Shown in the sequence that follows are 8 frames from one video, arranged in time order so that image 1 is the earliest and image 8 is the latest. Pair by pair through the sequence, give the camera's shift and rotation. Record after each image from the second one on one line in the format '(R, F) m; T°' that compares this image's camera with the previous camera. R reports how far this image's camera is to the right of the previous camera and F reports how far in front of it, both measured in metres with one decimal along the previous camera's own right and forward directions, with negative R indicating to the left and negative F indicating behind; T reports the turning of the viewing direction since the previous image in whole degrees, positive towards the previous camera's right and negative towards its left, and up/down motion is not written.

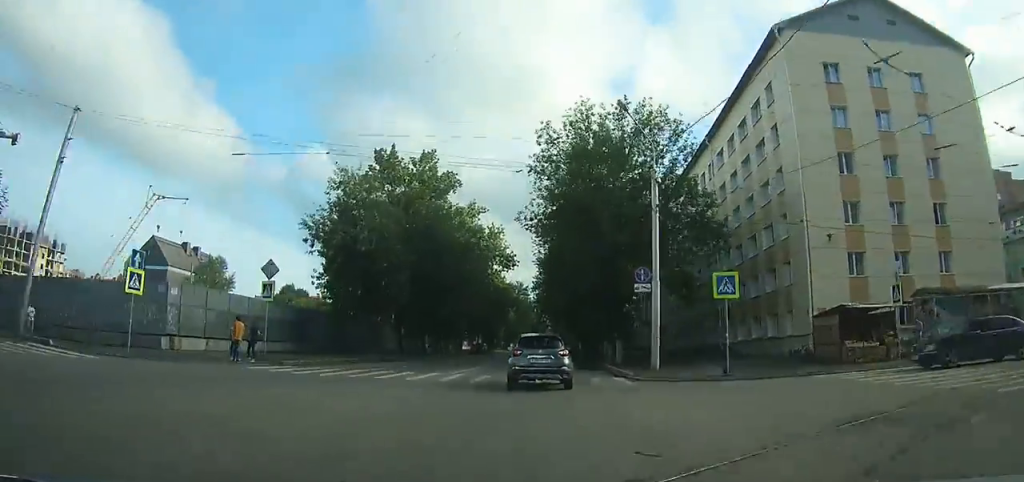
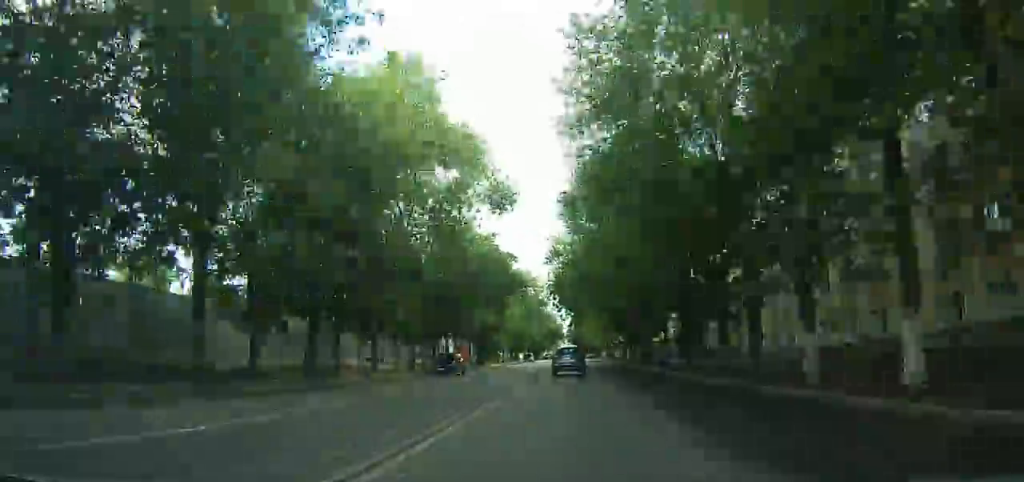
(-0.5, +41.2) m; -1°
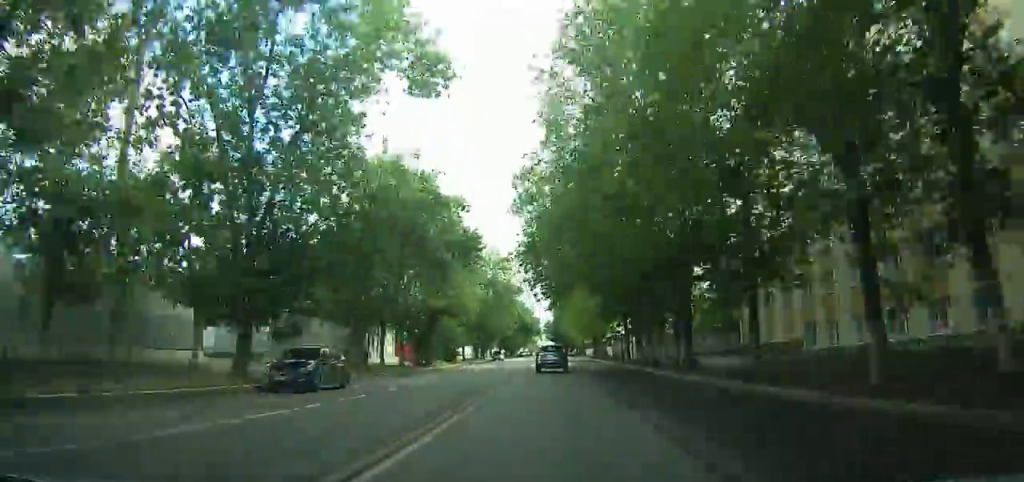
(+0.1, +18.2) m; 0°
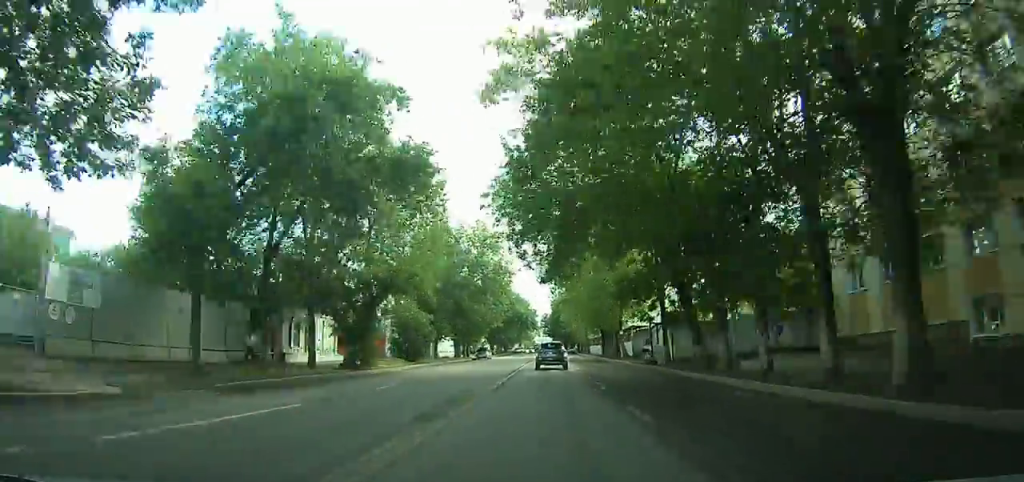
(0.0, +14.7) m; 0°
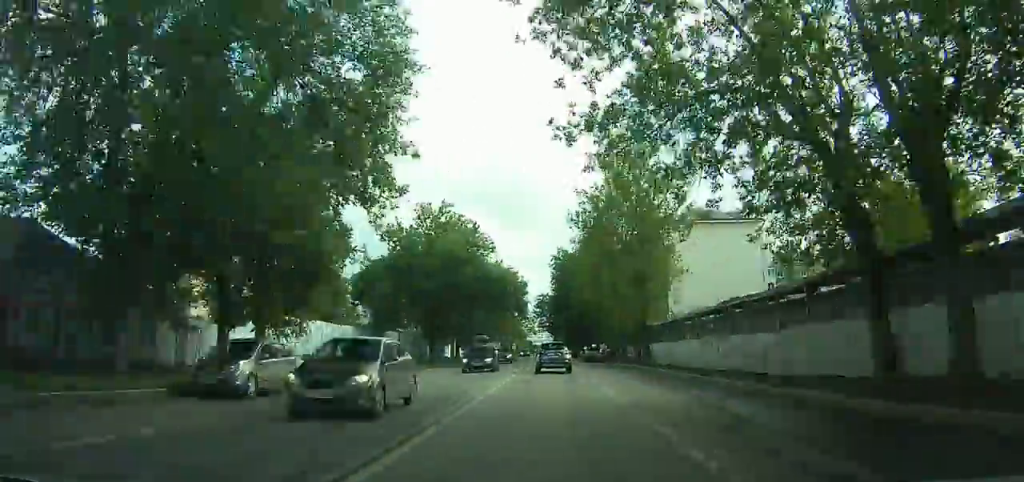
(-0.6, +54.2) m; -2°
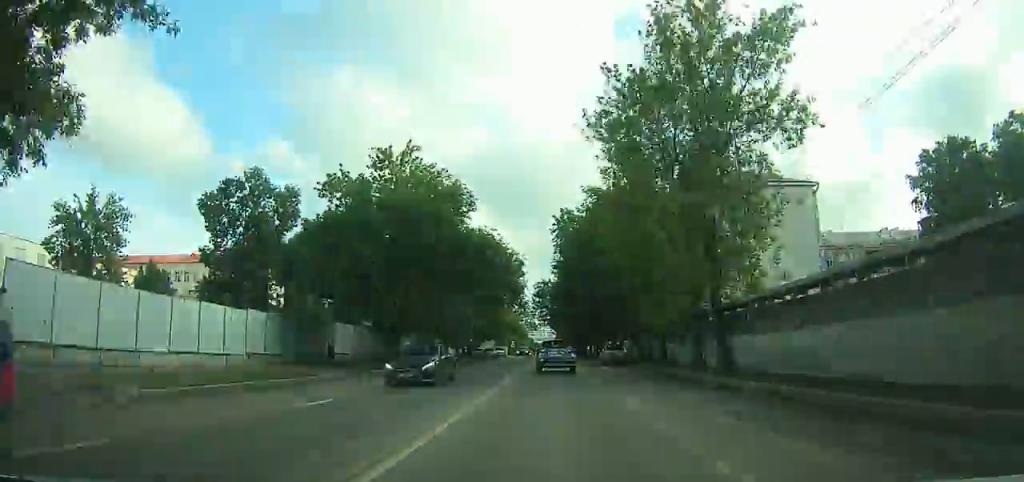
(-0.1, +15.2) m; 0°
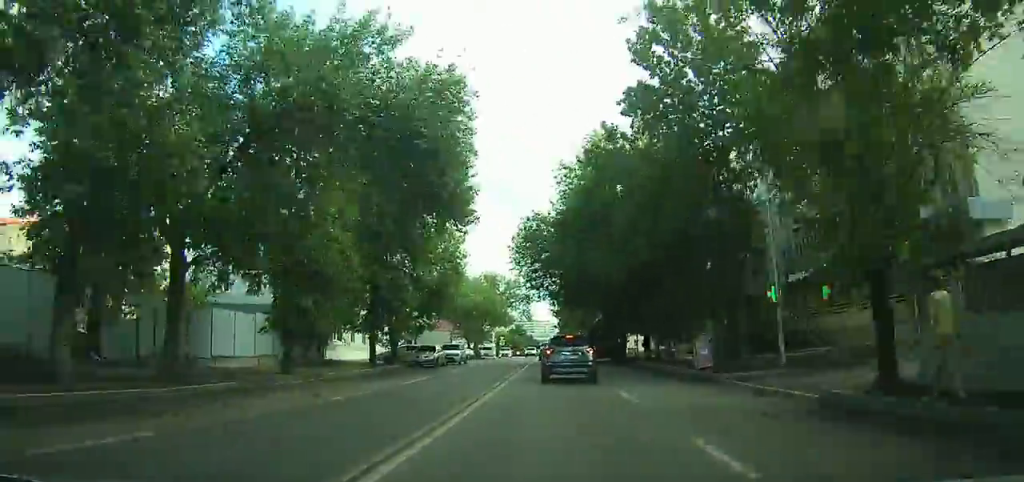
(-0.1, +37.2) m; 0°
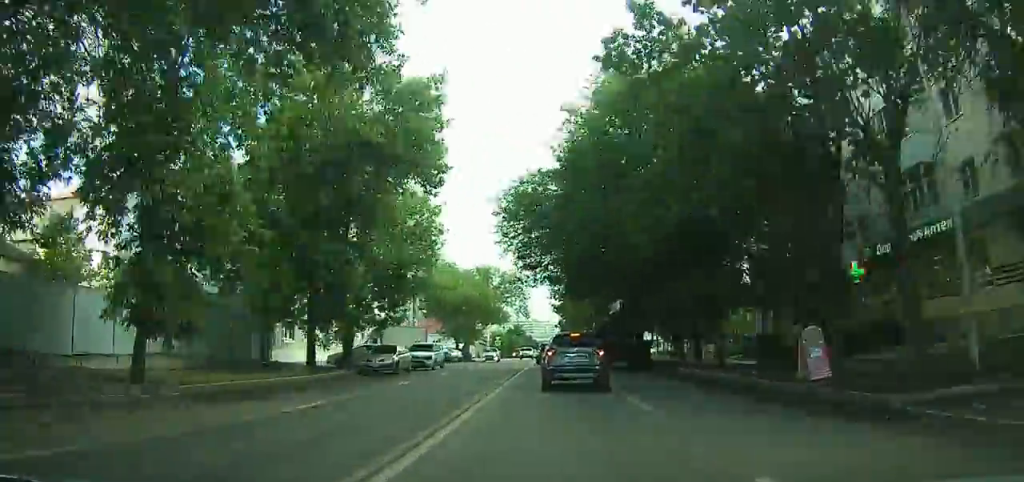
(0.0, +10.9) m; 0°
